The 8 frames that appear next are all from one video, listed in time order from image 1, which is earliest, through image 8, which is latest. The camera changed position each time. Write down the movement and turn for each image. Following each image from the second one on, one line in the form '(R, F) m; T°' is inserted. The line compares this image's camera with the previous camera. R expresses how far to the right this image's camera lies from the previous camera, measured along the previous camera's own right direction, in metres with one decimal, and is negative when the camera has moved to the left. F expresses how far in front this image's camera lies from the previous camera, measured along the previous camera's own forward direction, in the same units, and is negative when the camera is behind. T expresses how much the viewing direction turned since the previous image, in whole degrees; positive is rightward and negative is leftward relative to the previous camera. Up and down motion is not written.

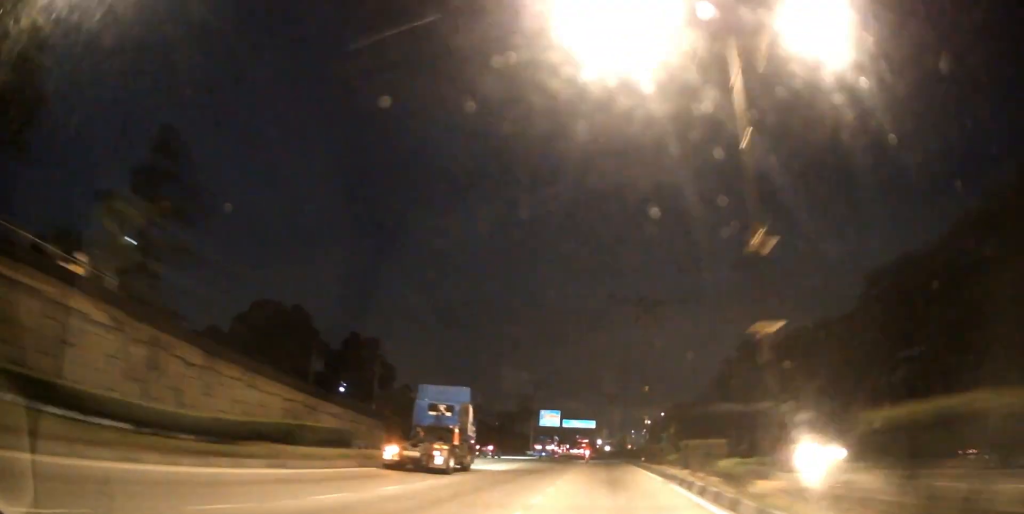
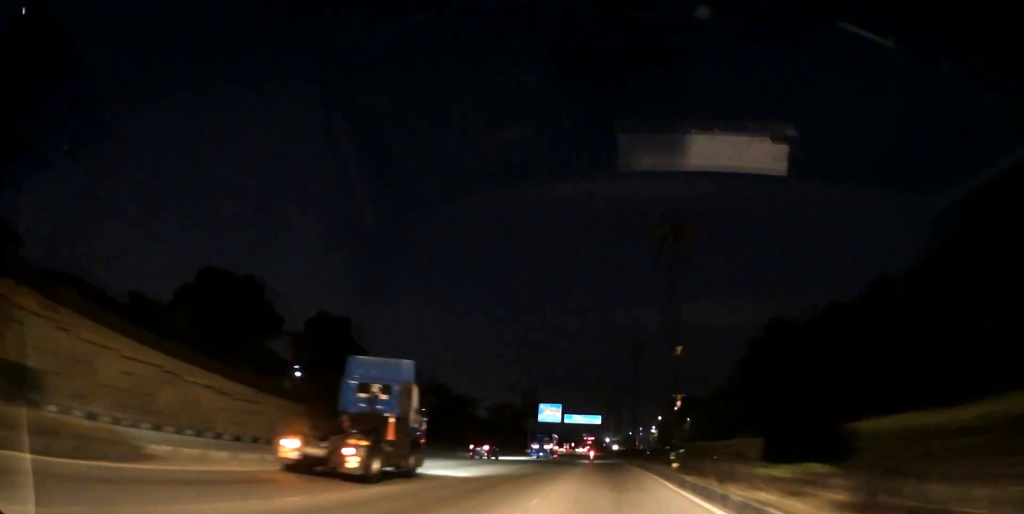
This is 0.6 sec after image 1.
(-0.1, +16.4) m; -1°
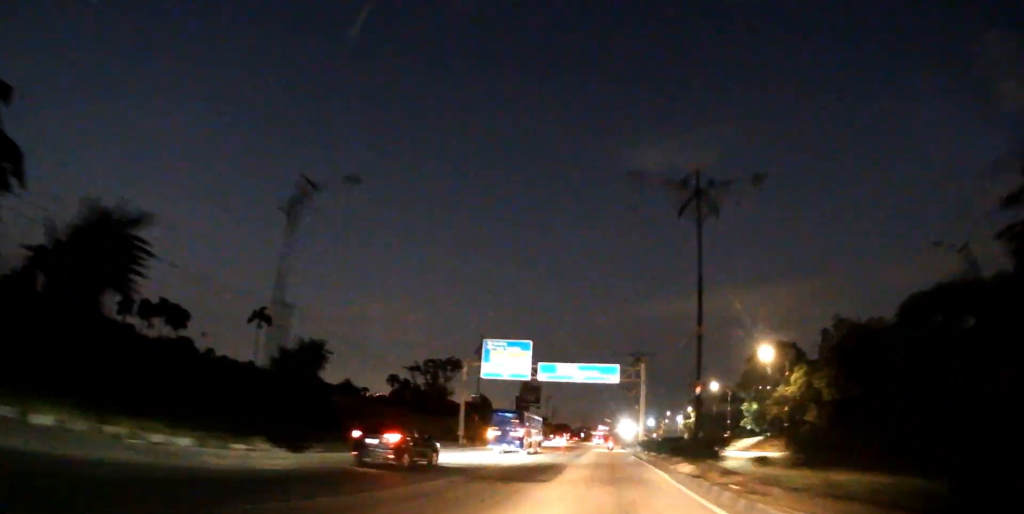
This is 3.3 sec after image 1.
(-1.2, +70.9) m; -1°
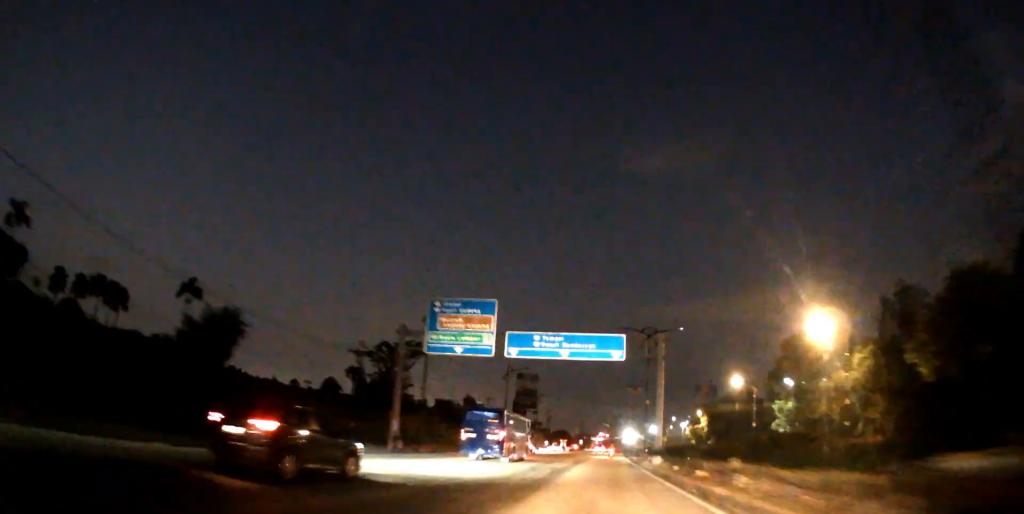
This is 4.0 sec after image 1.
(0.0, +19.5) m; 0°
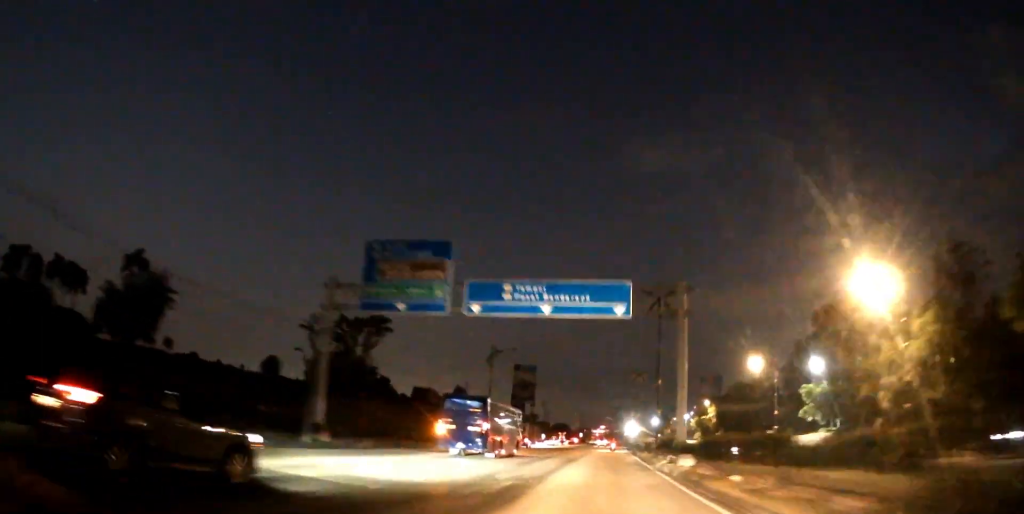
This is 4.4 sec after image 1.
(0.0, +11.1) m; 0°
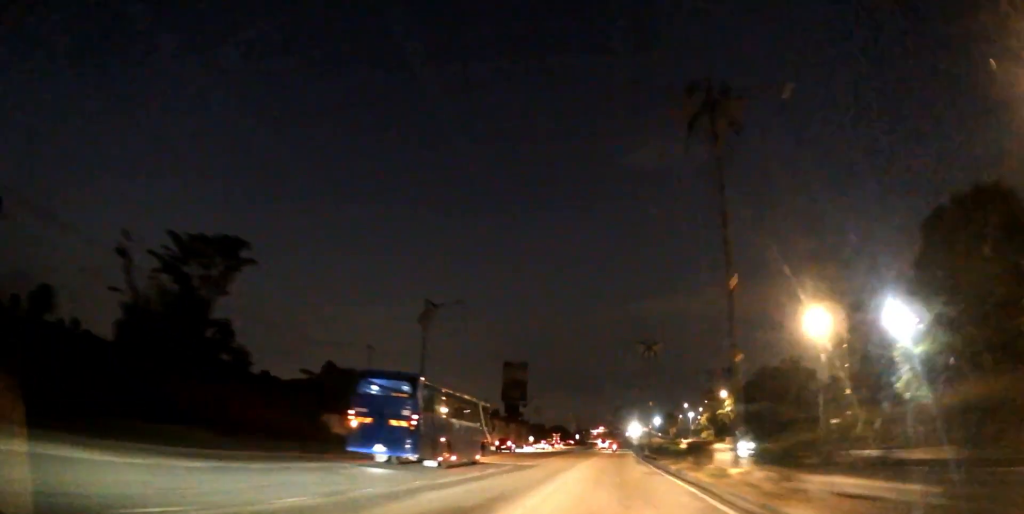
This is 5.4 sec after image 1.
(0.0, +25.7) m; 0°
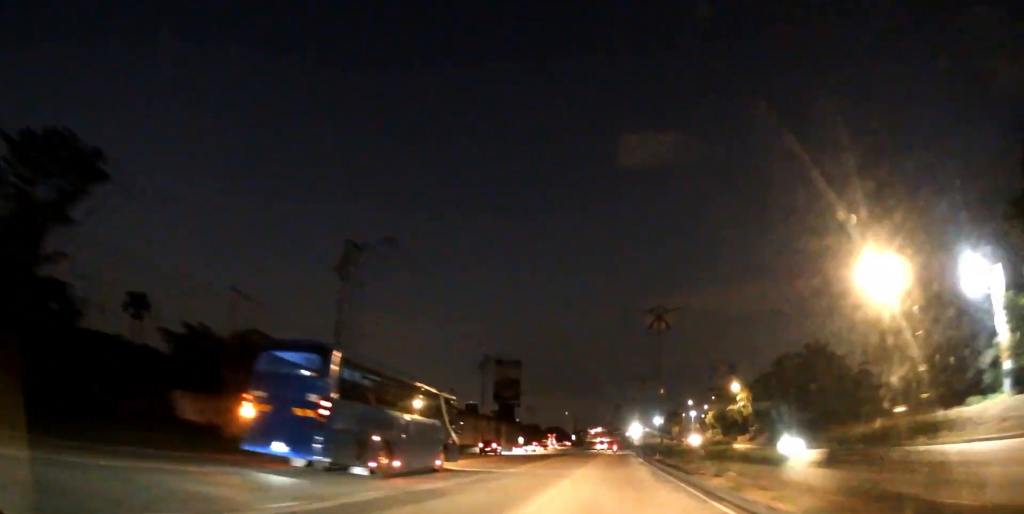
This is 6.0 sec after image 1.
(0.0, +14.6) m; 0°
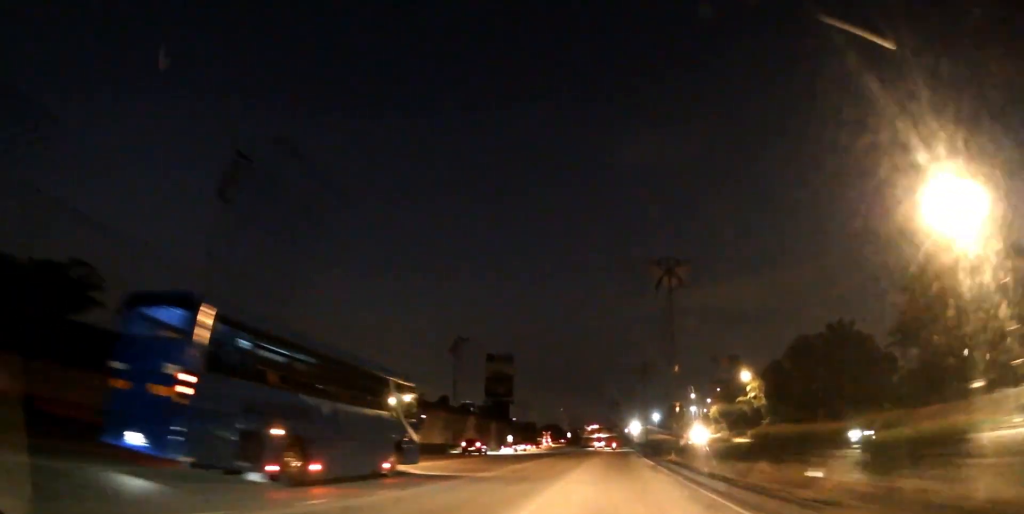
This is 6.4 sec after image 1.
(0.0, +12.0) m; 0°
